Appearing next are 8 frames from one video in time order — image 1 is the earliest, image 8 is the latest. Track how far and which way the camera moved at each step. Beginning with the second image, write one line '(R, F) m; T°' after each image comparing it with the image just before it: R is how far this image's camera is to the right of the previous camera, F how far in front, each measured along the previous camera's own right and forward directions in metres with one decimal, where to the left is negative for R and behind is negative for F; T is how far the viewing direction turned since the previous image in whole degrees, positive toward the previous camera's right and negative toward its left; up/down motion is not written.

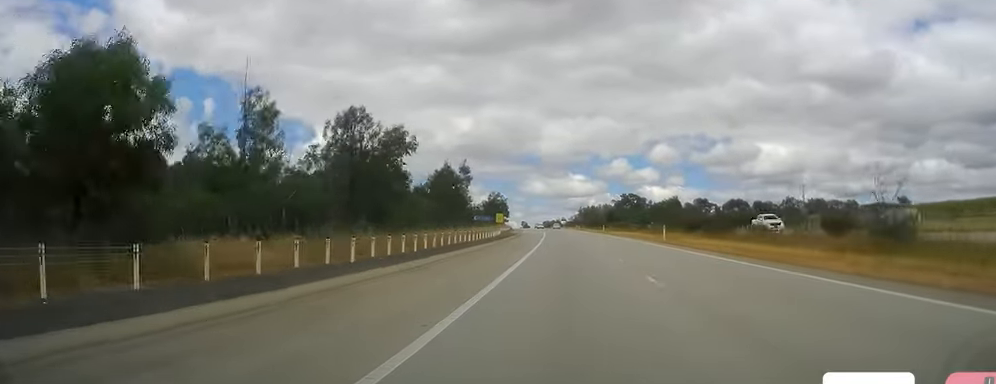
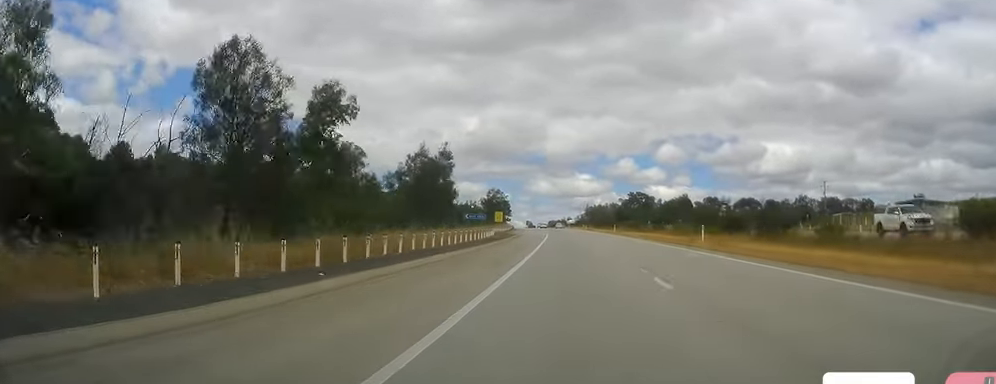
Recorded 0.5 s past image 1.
(-0.1, +13.5) m; 0°
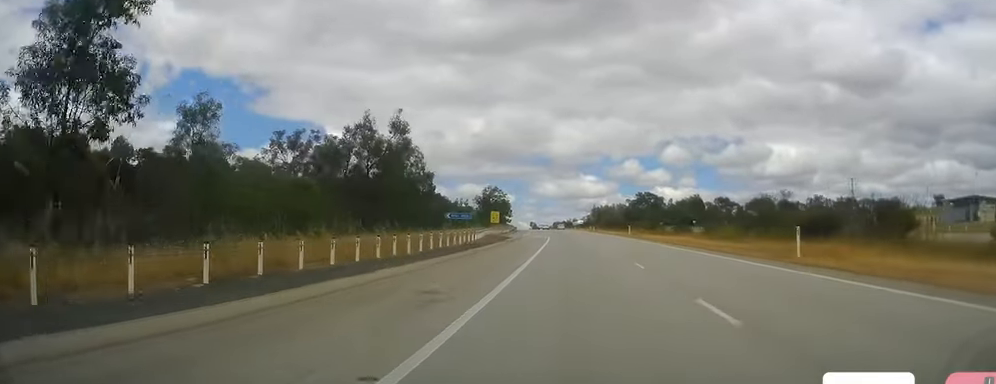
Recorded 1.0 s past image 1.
(+0.1, +16.4) m; 0°
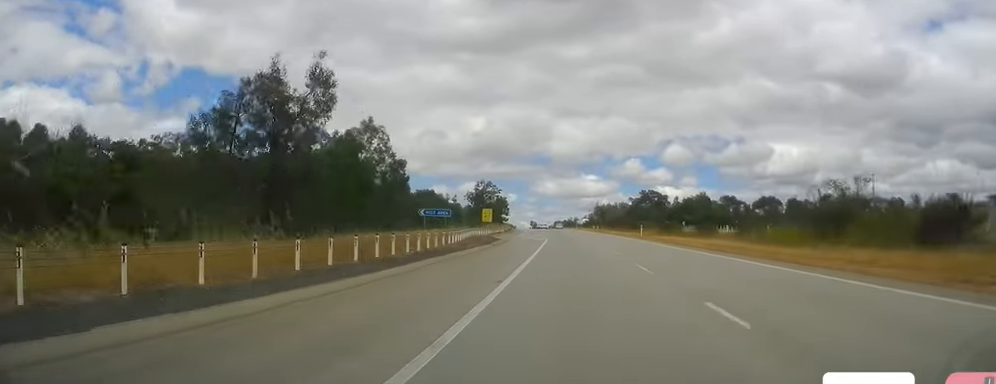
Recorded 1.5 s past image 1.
(+0.1, +12.6) m; 0°
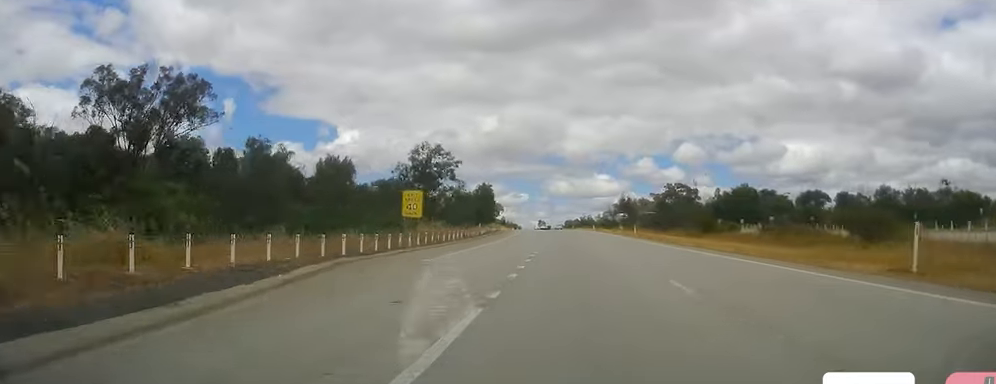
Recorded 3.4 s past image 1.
(-1.2, +56.1) m; -3°
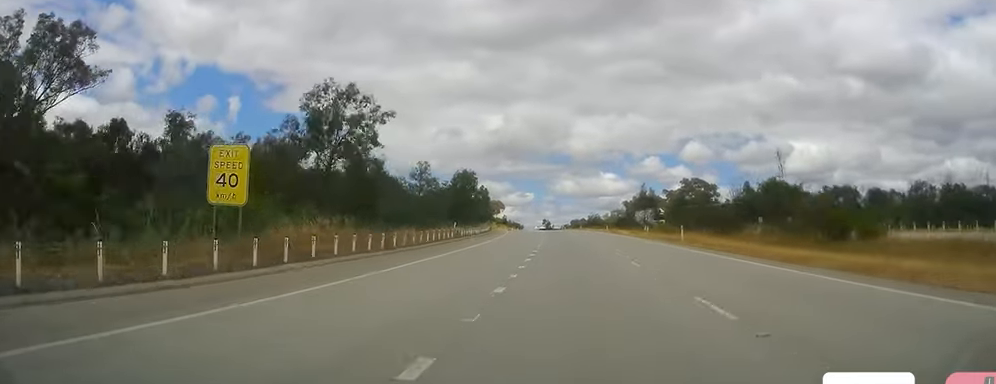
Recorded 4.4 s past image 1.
(-0.3, +28.0) m; 0°
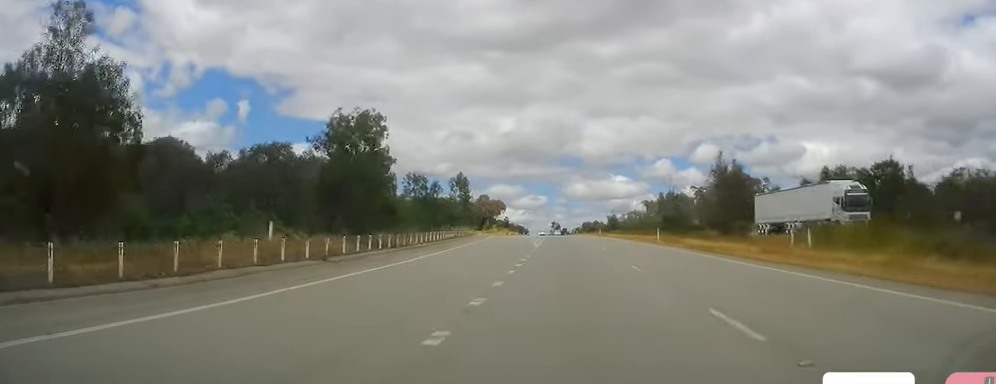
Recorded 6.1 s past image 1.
(-0.4, +50.5) m; -1°
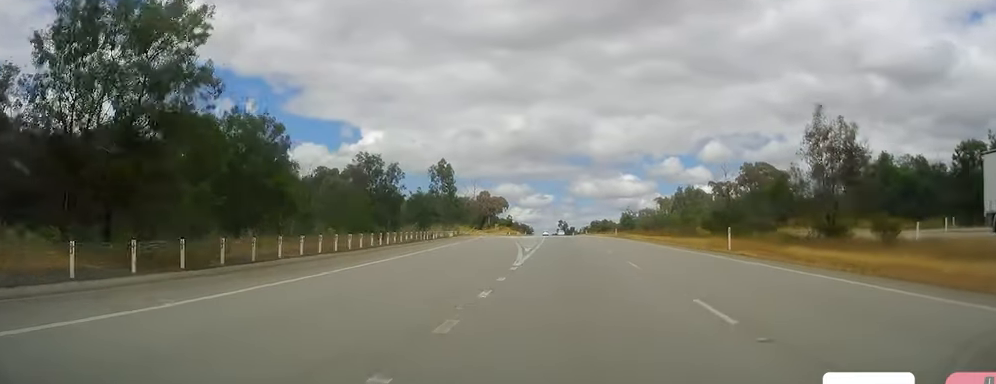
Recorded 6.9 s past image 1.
(0.0, +23.3) m; 0°
